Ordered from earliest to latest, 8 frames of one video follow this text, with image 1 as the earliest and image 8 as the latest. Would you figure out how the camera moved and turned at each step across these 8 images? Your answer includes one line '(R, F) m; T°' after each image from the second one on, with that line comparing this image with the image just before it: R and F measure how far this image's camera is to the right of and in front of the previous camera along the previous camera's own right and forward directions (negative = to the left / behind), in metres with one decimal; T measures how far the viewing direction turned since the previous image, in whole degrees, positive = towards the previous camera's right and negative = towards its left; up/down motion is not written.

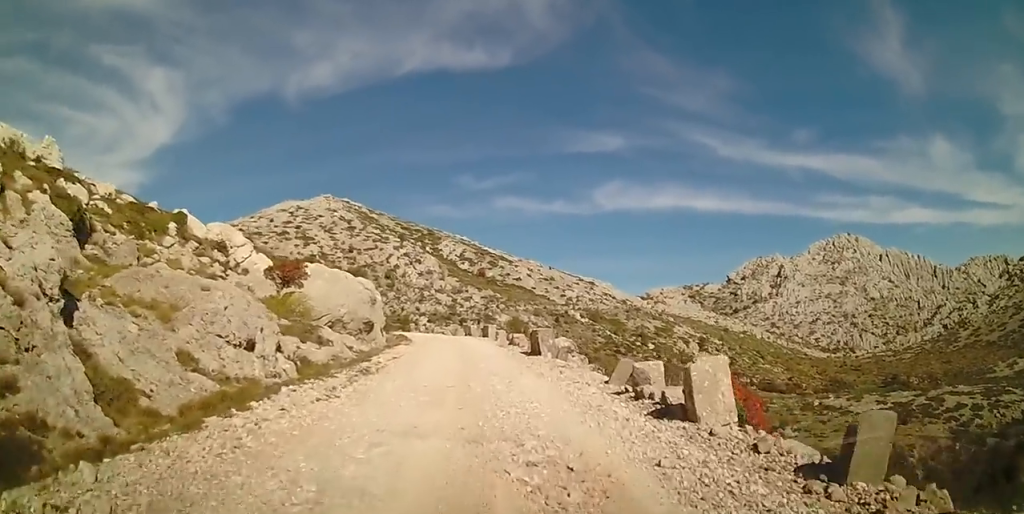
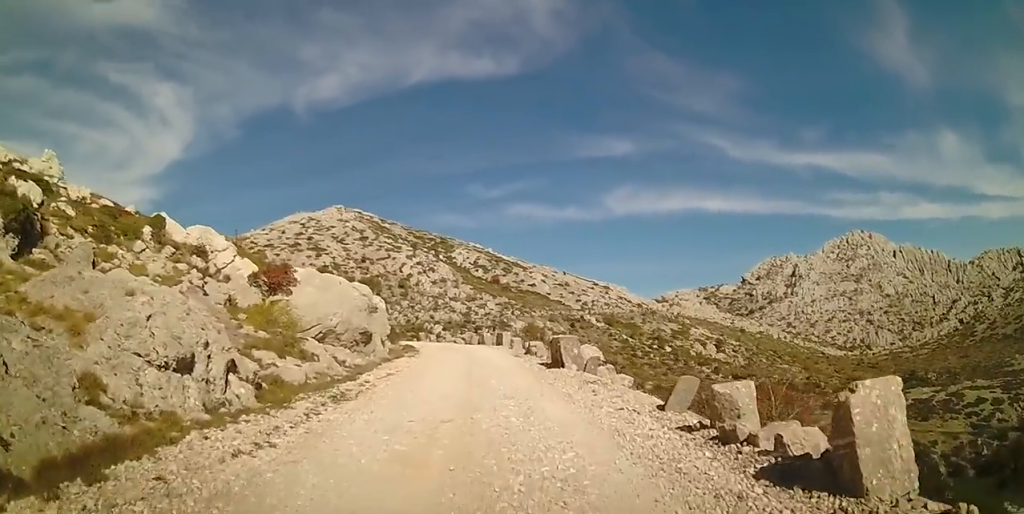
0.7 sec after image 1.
(-0.1, +3.0) m; -2°
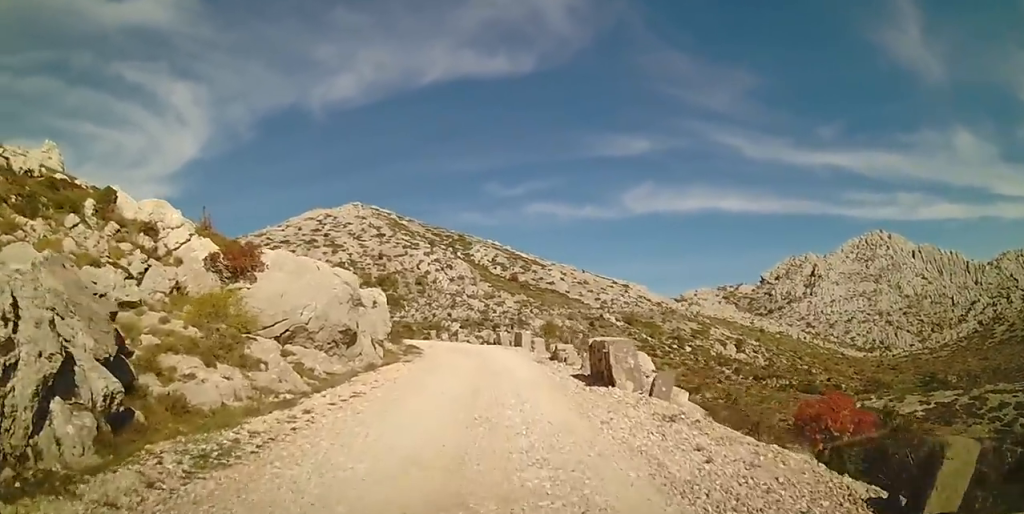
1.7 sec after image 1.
(-0.1, +4.8) m; 0°
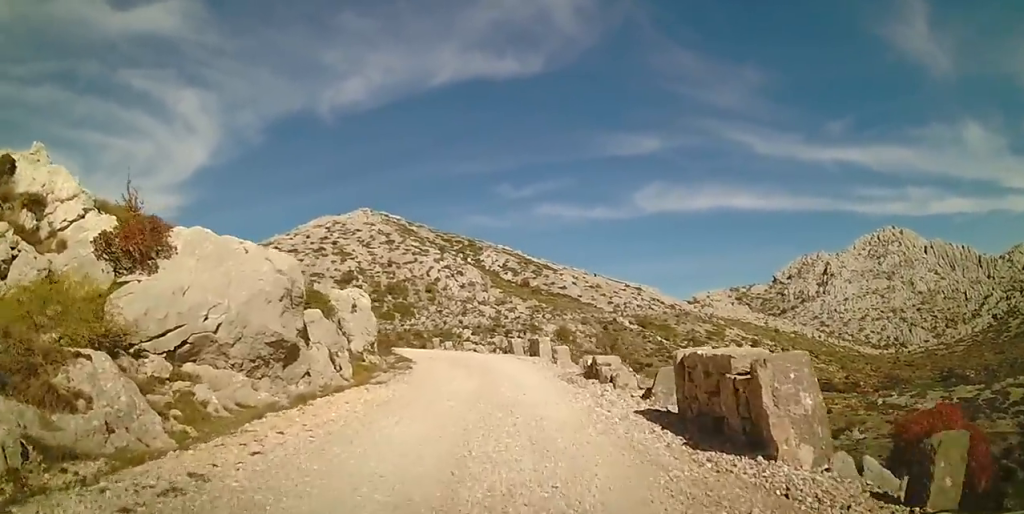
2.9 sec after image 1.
(+0.1, +5.7) m; +1°
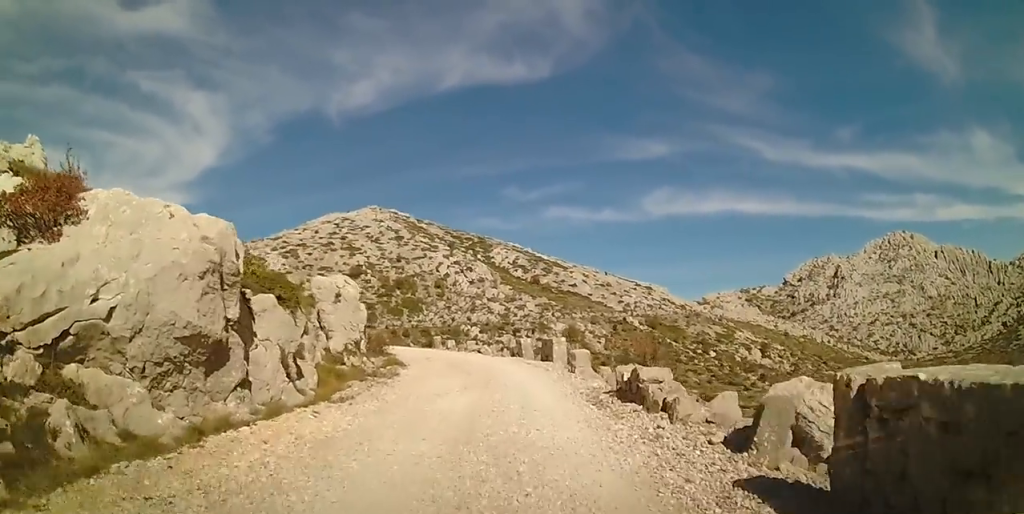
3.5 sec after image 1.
(-0.1, +3.3) m; 0°
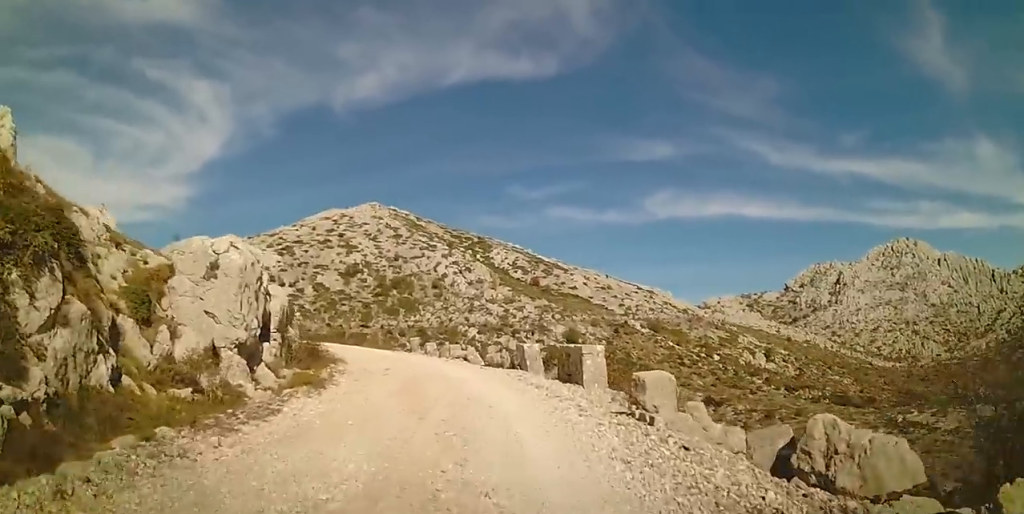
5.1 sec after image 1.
(0.0, +8.3) m; -3°
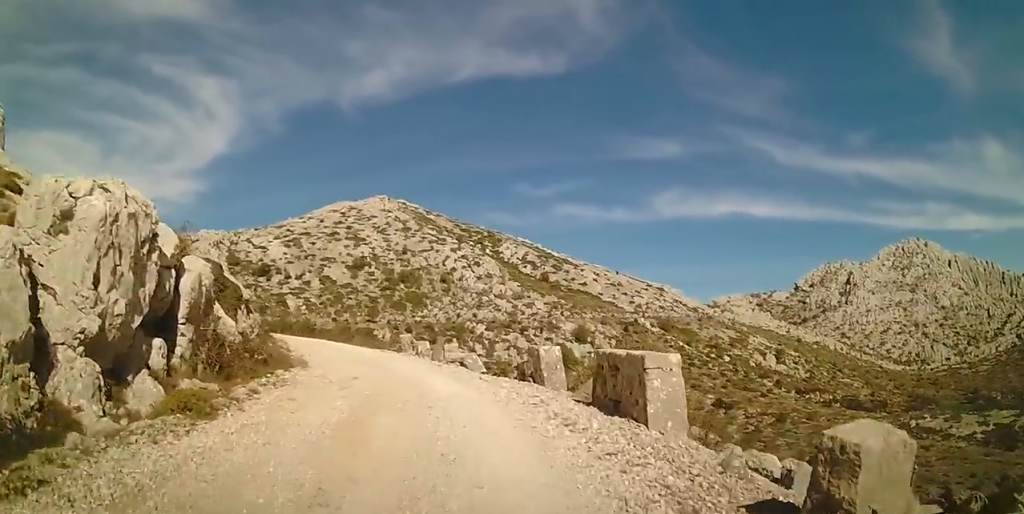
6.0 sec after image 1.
(-0.1, +4.7) m; -3°
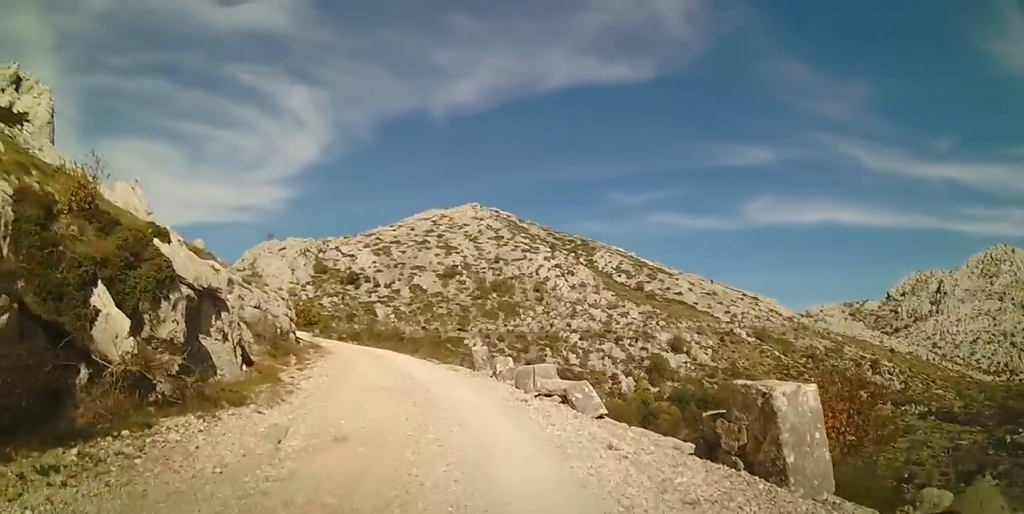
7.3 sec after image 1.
(-0.4, +7.4) m; -8°
